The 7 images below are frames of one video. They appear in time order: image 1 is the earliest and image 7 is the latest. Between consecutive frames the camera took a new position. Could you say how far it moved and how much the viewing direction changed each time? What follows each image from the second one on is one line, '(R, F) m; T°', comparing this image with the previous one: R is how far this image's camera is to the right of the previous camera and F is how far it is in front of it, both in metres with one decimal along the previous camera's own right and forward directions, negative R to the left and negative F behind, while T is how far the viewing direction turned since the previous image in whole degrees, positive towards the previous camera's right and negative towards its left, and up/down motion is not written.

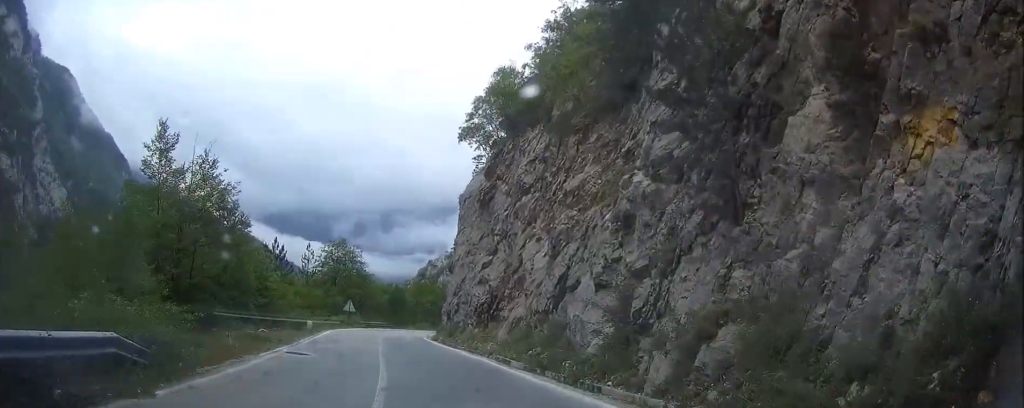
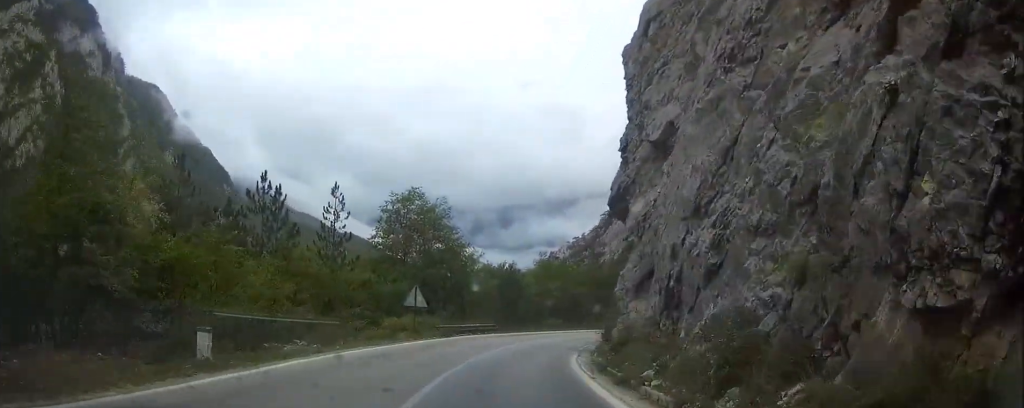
(-4.6, +29.1) m; -14°
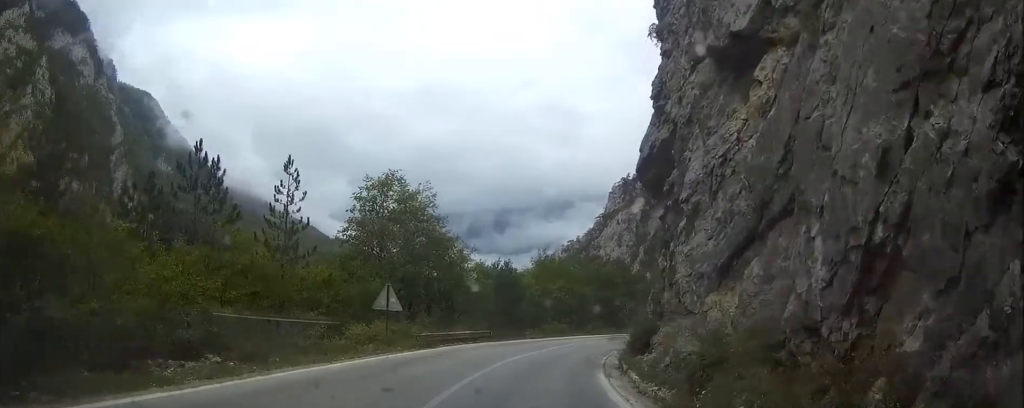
(0.0, +7.1) m; 0°
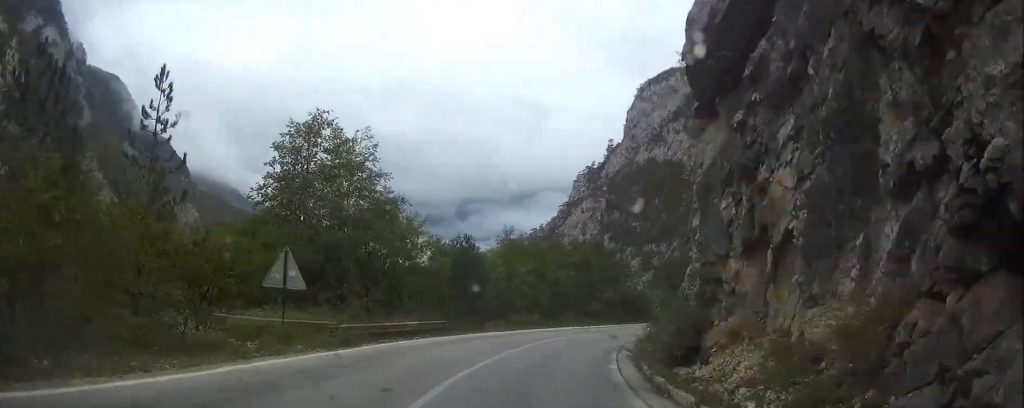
(0.0, +9.0) m; +2°
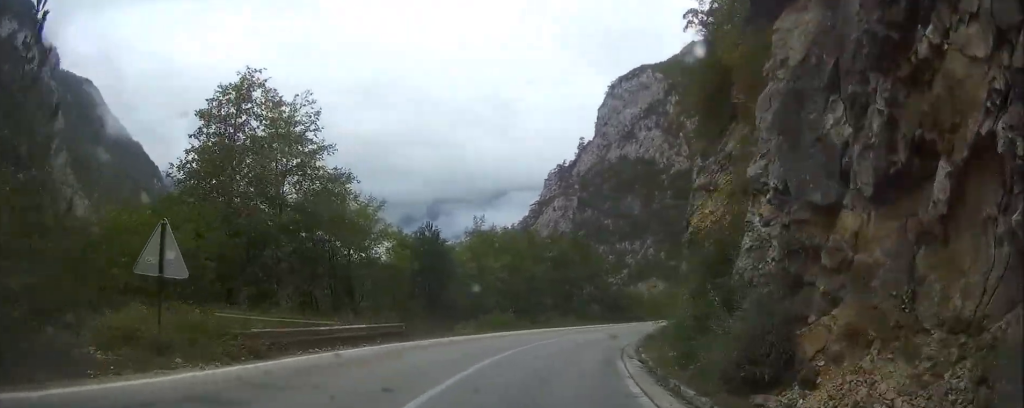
(0.0, +5.5) m; +2°
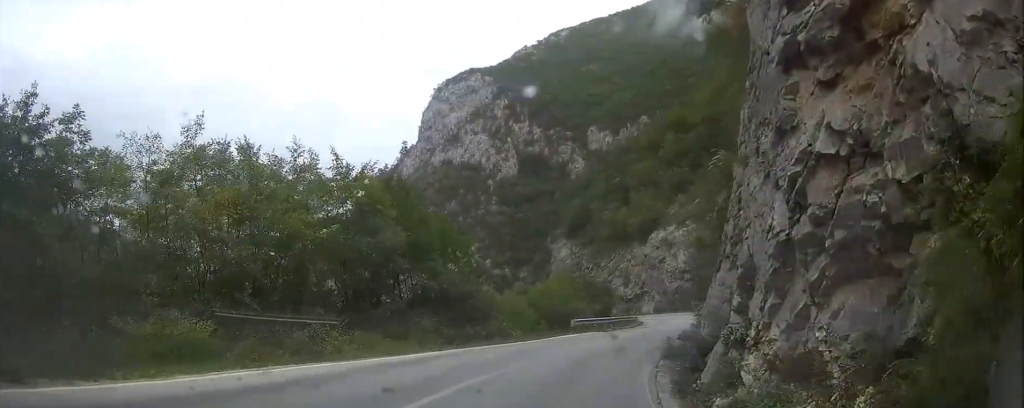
(+2.7, +24.9) m; +15°
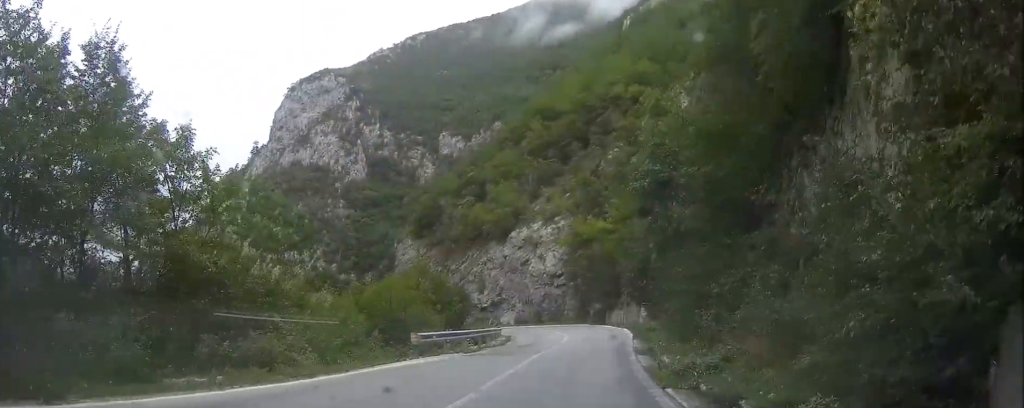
(+1.6, +13.4) m; +15°
